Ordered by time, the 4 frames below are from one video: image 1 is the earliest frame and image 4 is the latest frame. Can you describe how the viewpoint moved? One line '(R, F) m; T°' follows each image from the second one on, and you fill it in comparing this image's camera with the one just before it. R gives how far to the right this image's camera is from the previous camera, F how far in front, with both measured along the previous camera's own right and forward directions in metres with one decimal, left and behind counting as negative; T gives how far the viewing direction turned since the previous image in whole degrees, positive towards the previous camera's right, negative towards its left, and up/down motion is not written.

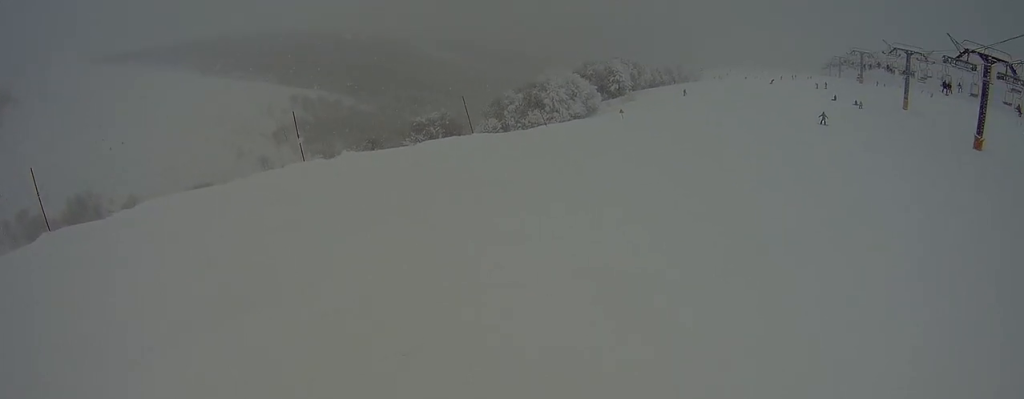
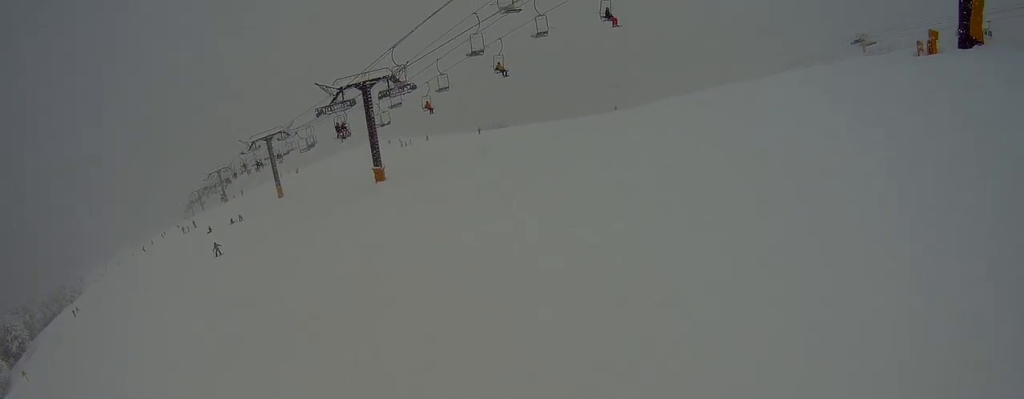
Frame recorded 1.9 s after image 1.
(+7.3, +5.5) m; +74°
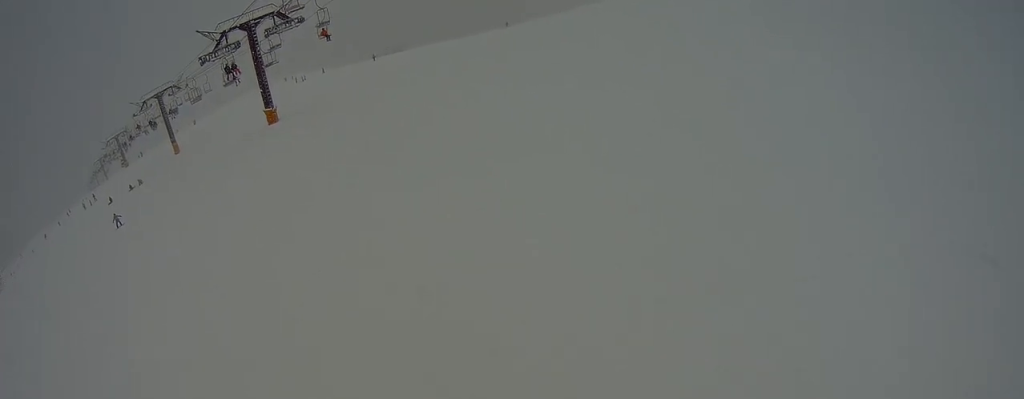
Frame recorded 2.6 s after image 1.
(+0.4, +3.5) m; +10°
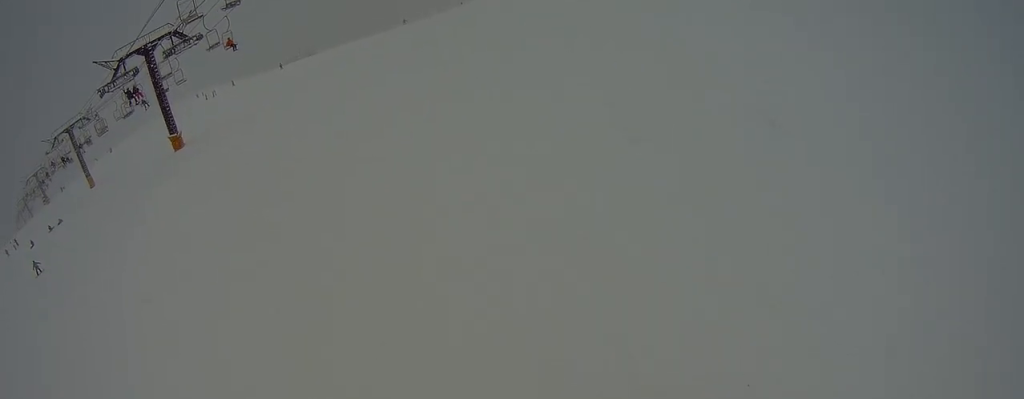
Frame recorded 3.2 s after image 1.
(+0.4, +3.3) m; +8°
